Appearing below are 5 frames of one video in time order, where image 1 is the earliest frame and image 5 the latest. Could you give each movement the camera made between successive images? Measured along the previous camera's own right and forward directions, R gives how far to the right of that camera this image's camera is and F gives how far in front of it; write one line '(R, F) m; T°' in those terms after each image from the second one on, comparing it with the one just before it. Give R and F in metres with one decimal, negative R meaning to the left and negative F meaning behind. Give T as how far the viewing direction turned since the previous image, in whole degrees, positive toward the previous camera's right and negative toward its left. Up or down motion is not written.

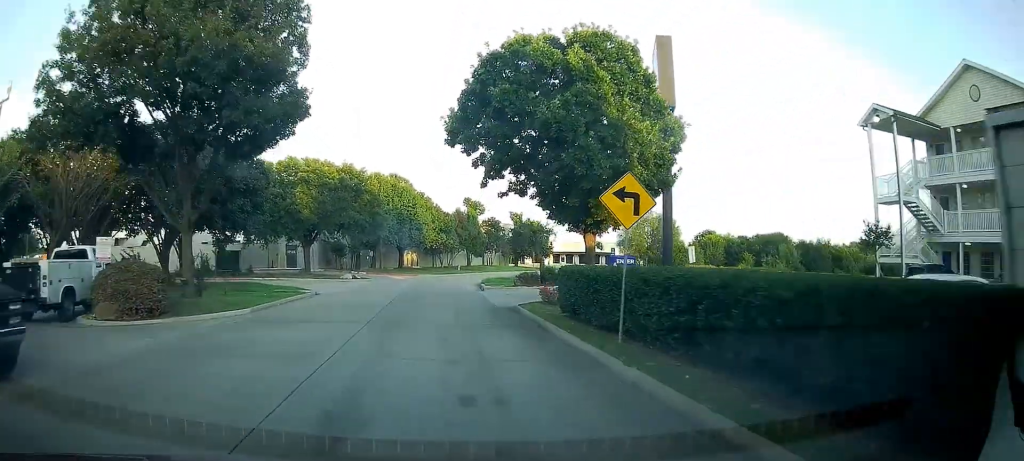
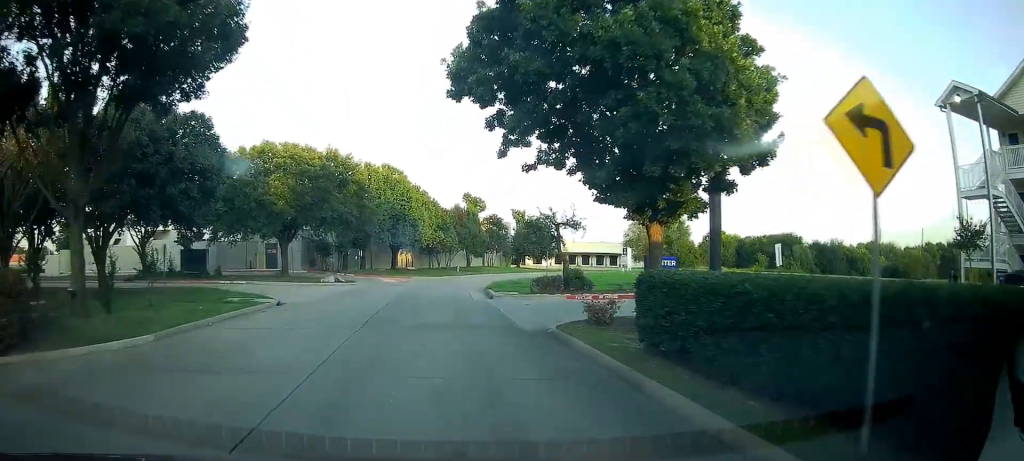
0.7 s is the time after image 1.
(+0.1, +7.3) m; -1°
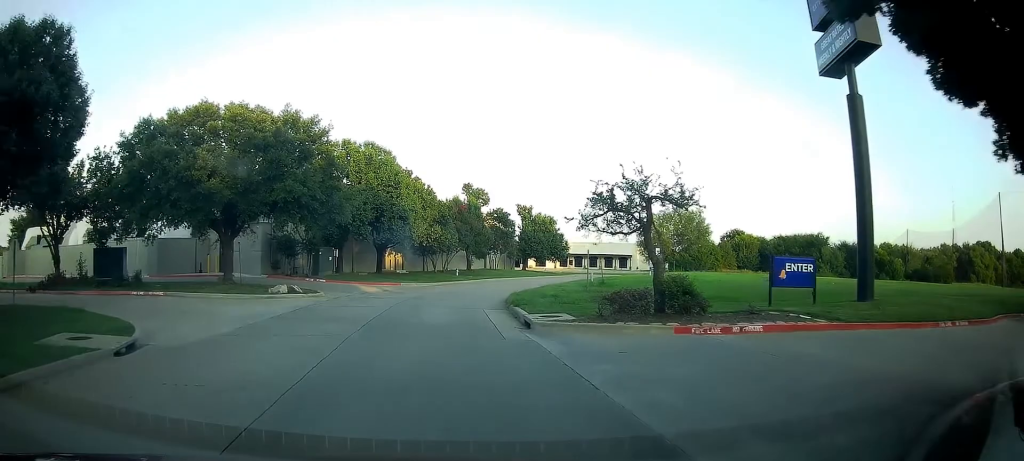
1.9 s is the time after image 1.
(-0.4, +12.0) m; -1°
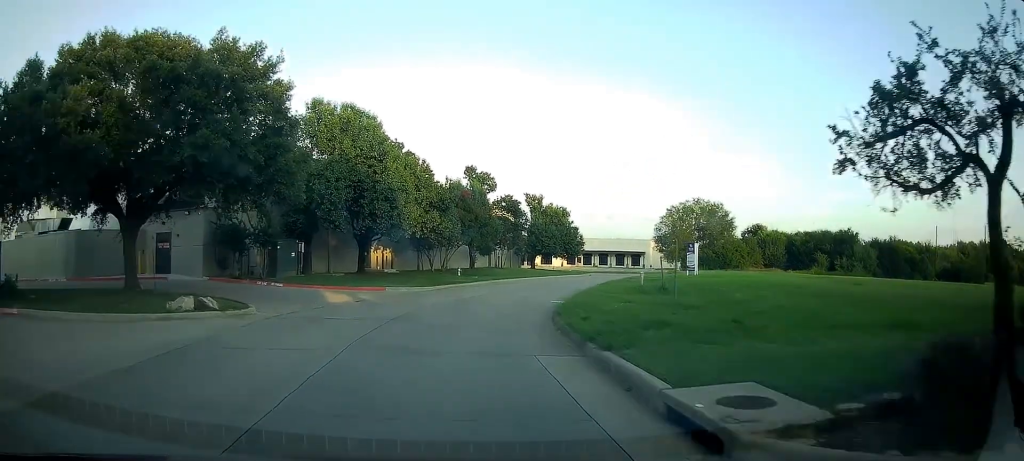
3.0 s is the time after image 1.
(+0.4, +10.8) m; +5°
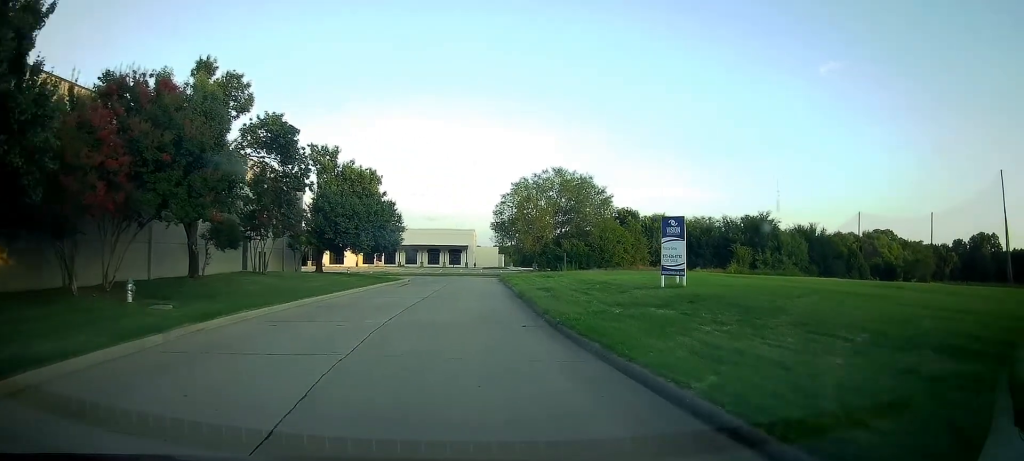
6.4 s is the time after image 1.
(+4.1, +32.0) m; +13°
